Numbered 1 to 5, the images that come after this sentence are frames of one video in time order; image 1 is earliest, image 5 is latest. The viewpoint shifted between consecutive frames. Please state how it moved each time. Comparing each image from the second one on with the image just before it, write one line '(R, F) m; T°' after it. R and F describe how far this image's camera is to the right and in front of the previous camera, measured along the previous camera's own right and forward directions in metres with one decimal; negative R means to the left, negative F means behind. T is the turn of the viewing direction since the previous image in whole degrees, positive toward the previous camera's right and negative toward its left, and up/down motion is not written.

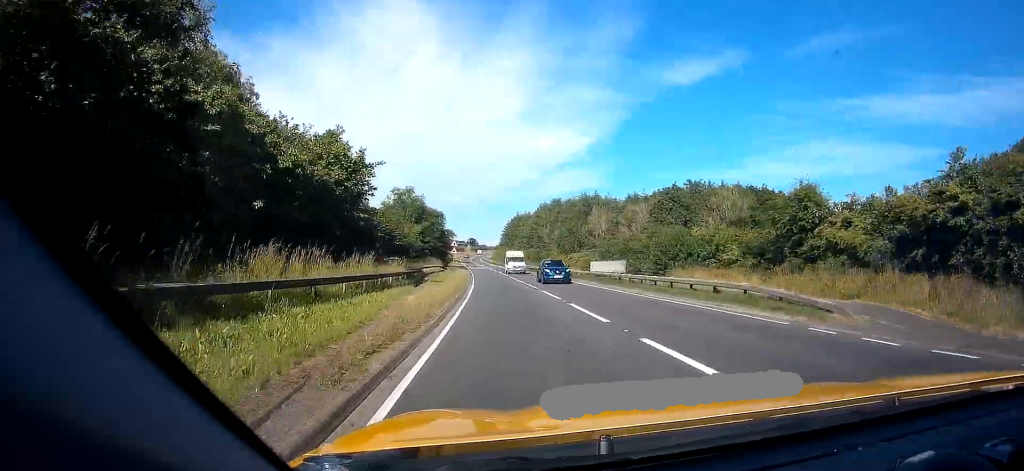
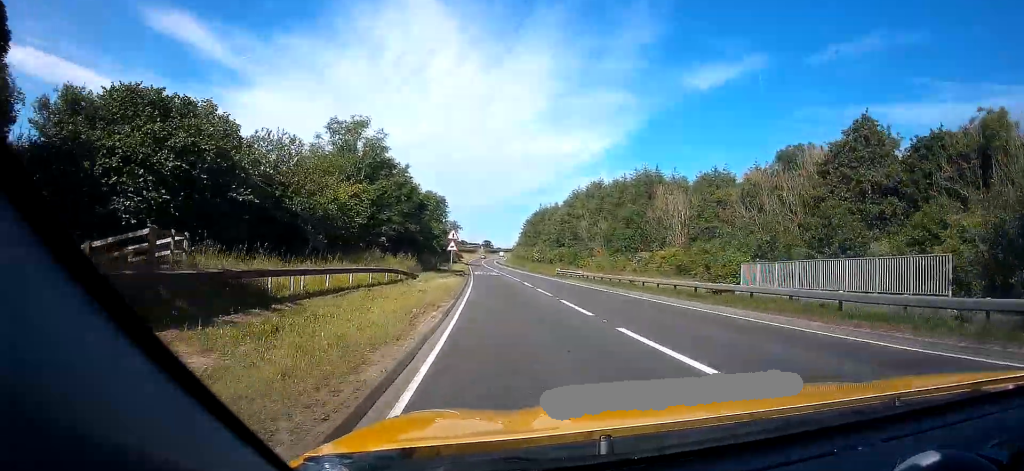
(-0.6, +34.1) m; -3°
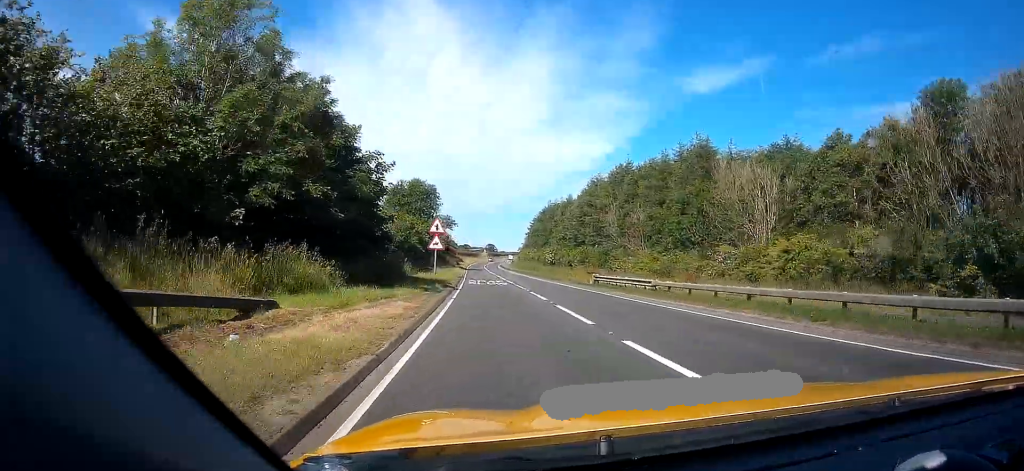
(-0.4, +20.0) m; 0°
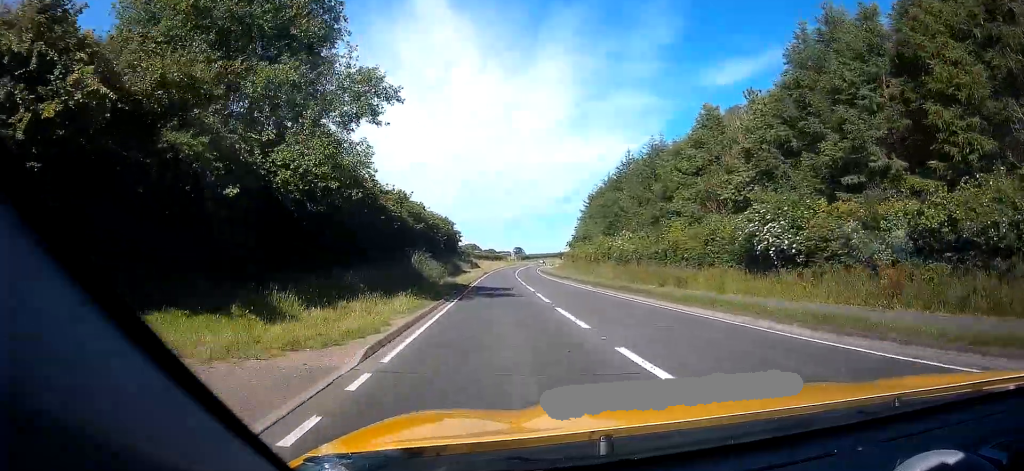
(-1.6, +64.0) m; -3°
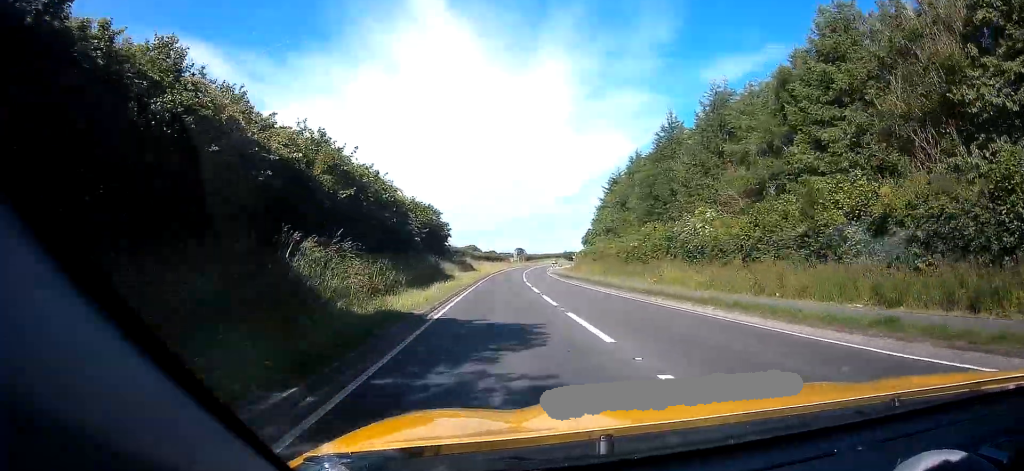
(-0.3, +20.4) m; -1°
